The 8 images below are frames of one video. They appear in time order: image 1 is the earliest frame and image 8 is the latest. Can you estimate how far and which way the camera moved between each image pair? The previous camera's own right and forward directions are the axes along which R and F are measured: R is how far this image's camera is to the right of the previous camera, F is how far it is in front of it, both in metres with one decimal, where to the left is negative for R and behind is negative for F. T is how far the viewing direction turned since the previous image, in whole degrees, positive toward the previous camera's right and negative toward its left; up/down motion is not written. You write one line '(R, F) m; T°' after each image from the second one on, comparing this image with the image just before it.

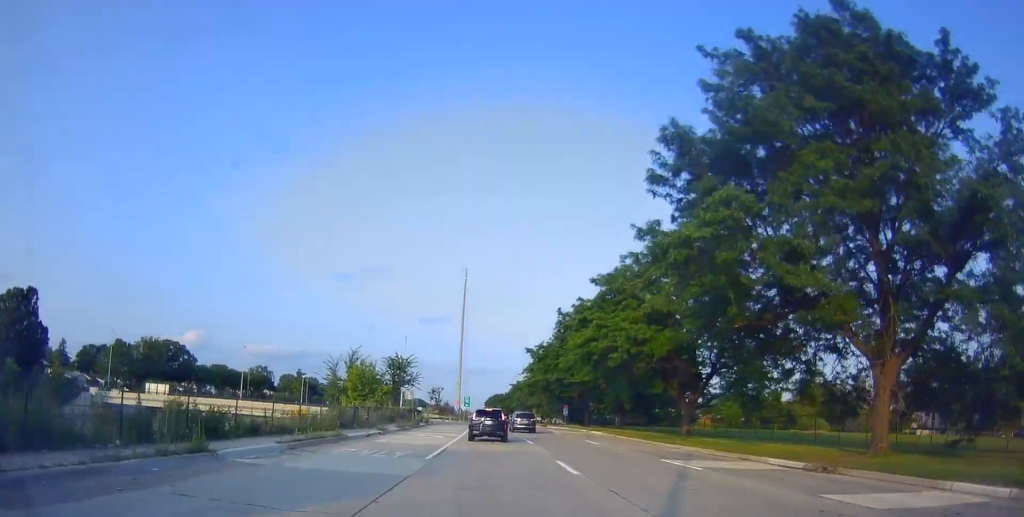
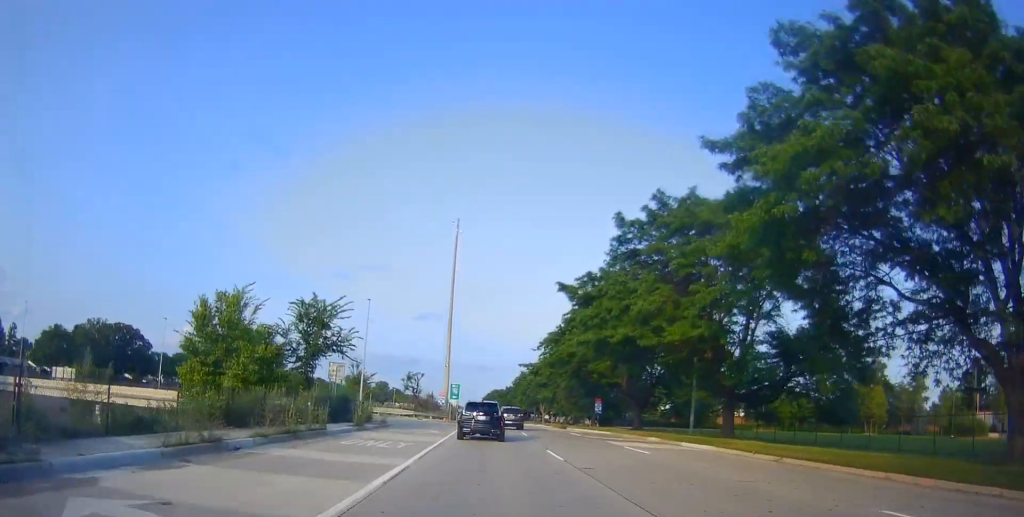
(0.0, +27.2) m; 0°
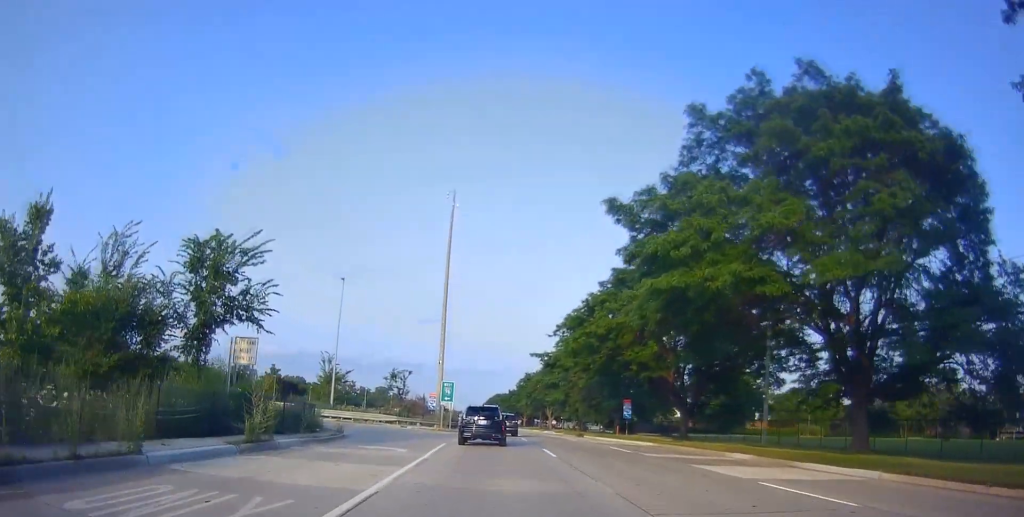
(+0.6, +14.7) m; +2°
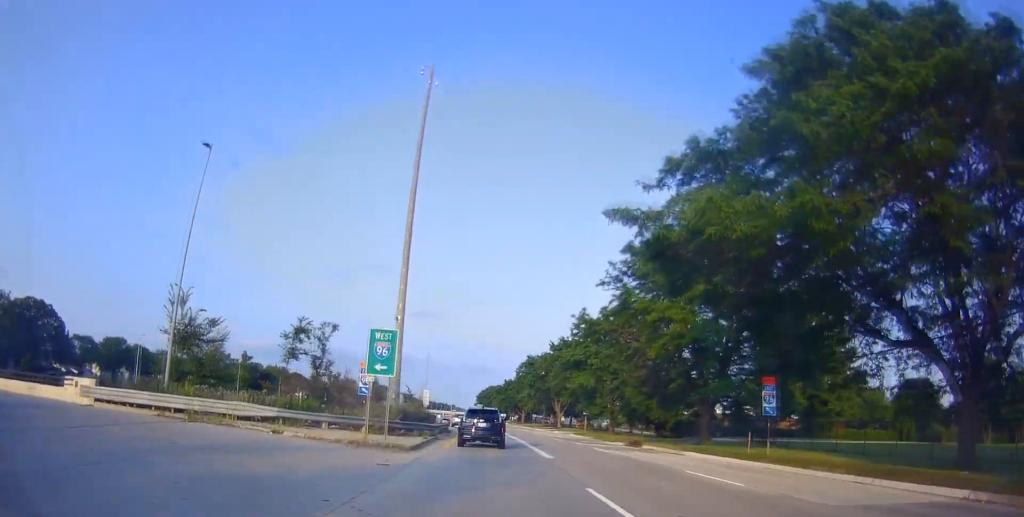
(-1.1, +29.4) m; -2°
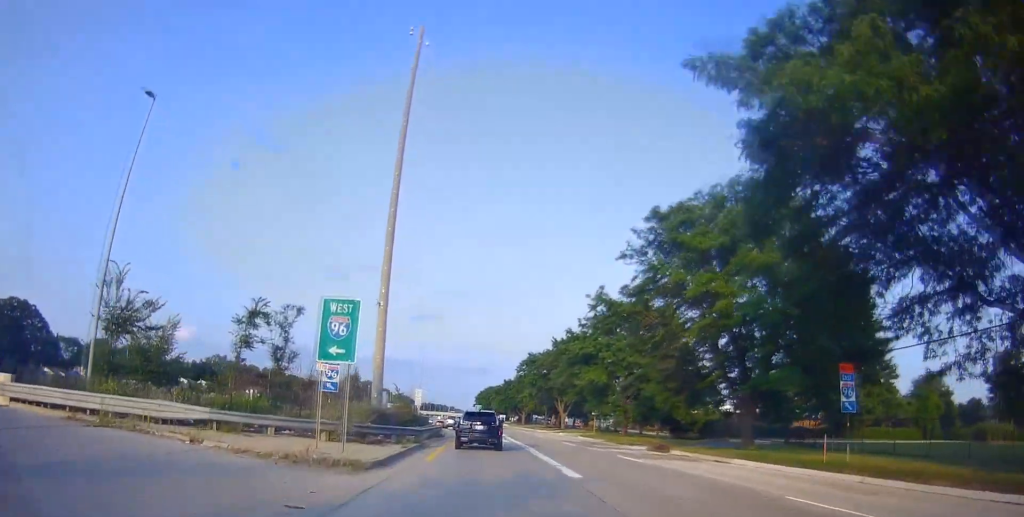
(+0.2, +5.6) m; +1°
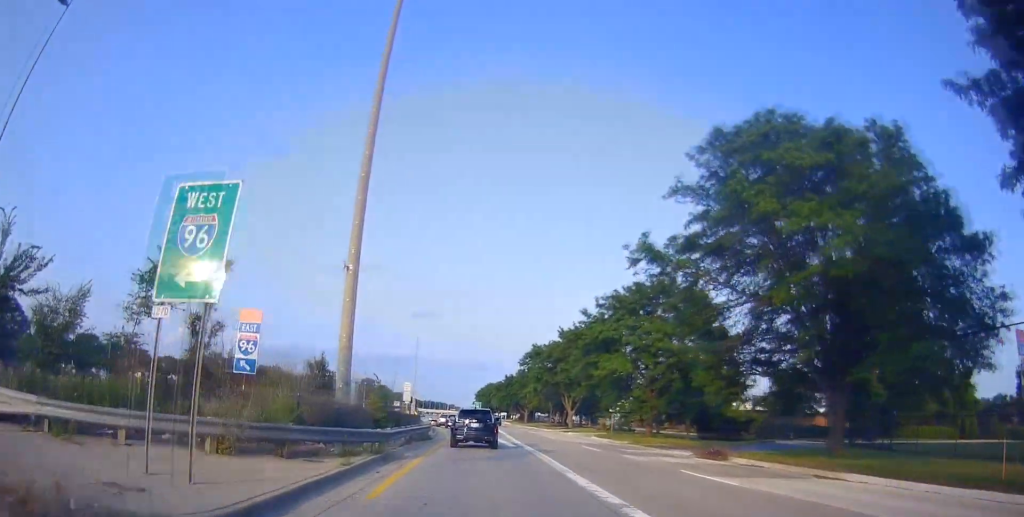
(+0.1, +7.4) m; 0°
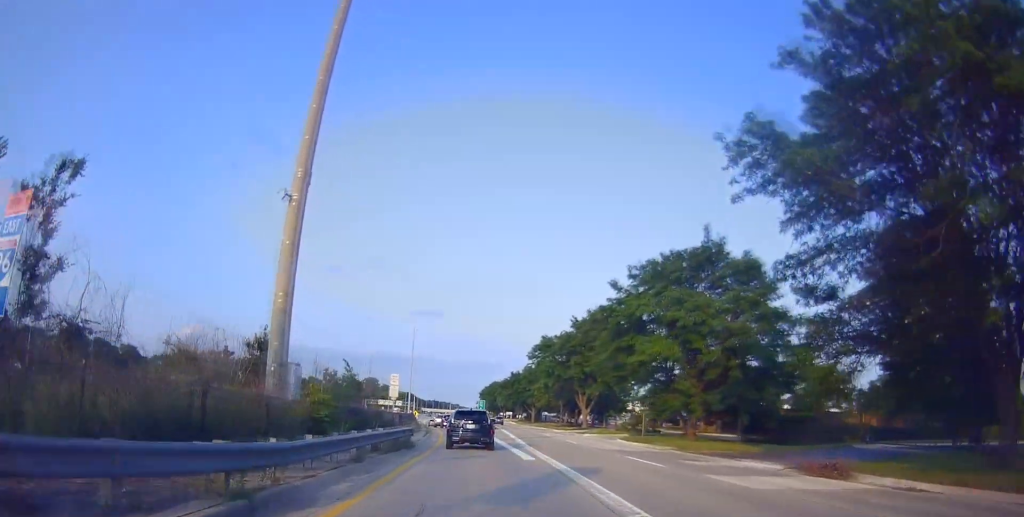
(-0.1, +8.0) m; -1°
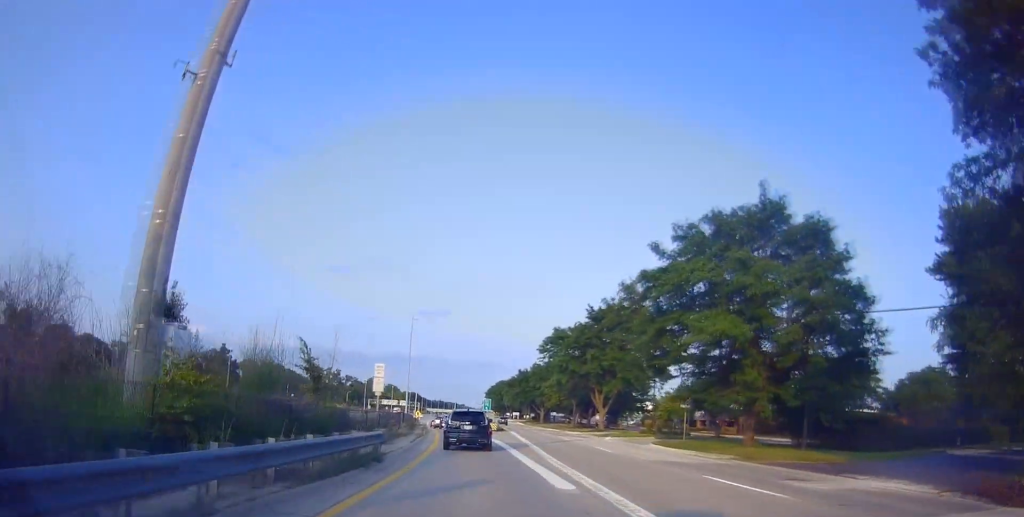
(0.0, +6.7) m; 0°
